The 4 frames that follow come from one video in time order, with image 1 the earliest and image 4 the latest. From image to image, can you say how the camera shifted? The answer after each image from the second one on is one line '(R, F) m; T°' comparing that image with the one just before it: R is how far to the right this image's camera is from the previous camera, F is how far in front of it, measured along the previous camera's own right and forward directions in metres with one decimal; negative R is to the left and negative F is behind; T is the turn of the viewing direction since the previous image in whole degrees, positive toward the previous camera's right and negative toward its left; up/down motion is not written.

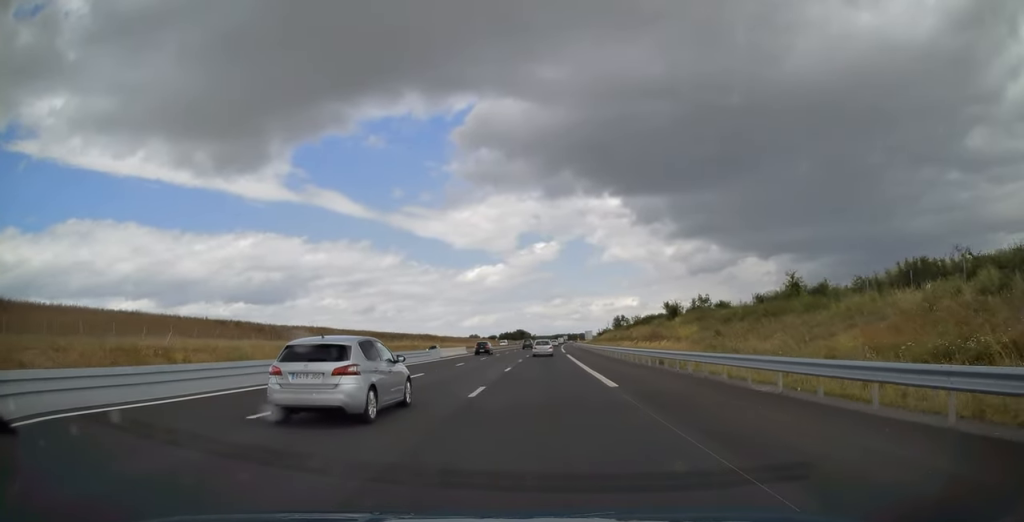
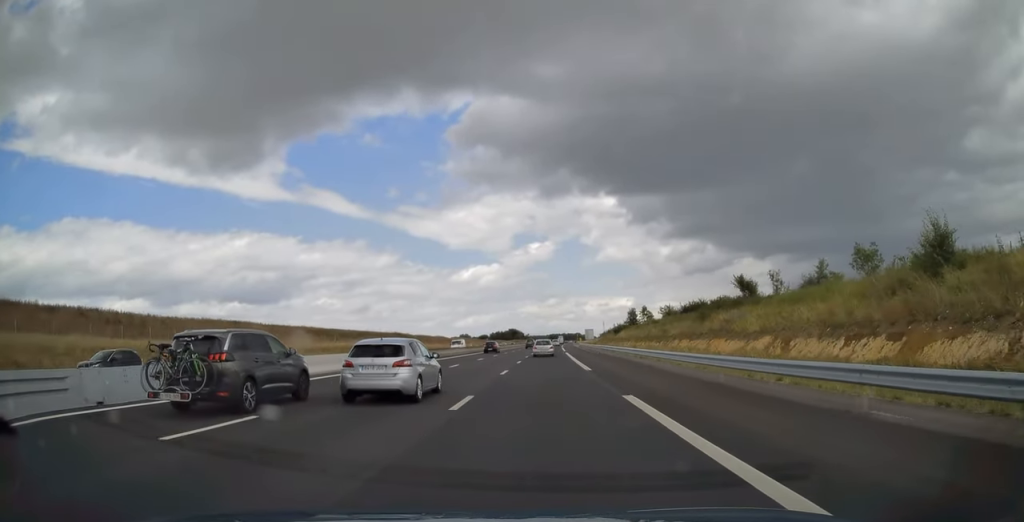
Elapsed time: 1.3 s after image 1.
(+0.2, +42.8) m; +1°
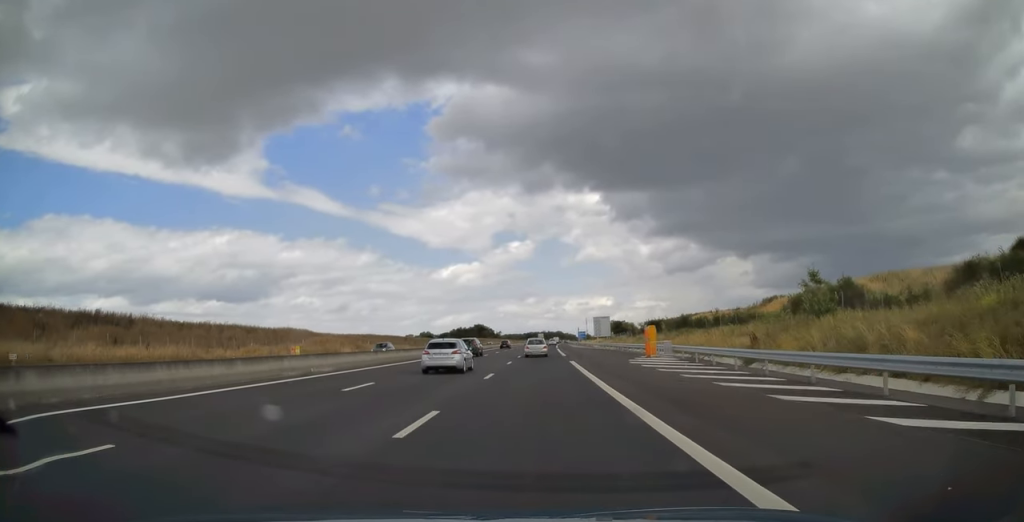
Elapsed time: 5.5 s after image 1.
(+2.0, +134.7) m; +2°
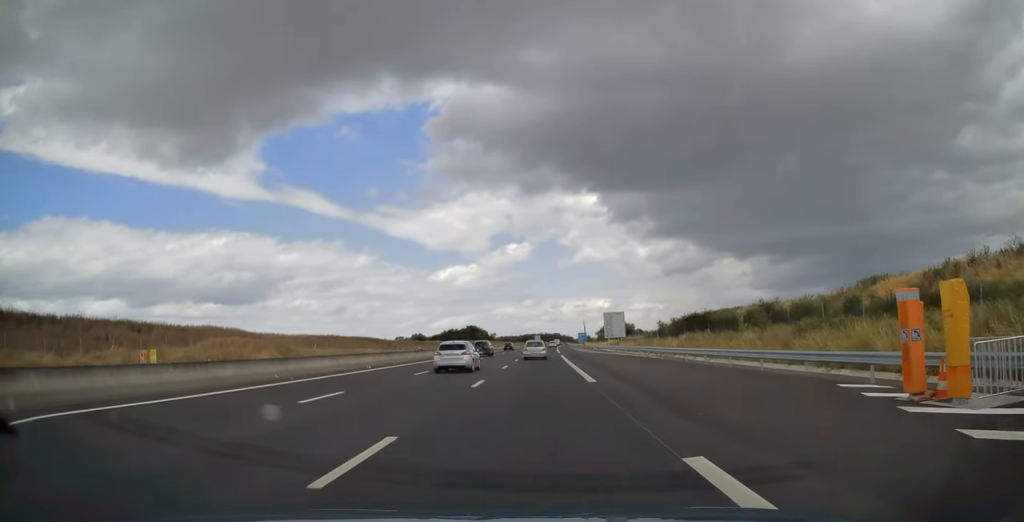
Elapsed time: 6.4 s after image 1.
(+0.2, +28.1) m; 0°
